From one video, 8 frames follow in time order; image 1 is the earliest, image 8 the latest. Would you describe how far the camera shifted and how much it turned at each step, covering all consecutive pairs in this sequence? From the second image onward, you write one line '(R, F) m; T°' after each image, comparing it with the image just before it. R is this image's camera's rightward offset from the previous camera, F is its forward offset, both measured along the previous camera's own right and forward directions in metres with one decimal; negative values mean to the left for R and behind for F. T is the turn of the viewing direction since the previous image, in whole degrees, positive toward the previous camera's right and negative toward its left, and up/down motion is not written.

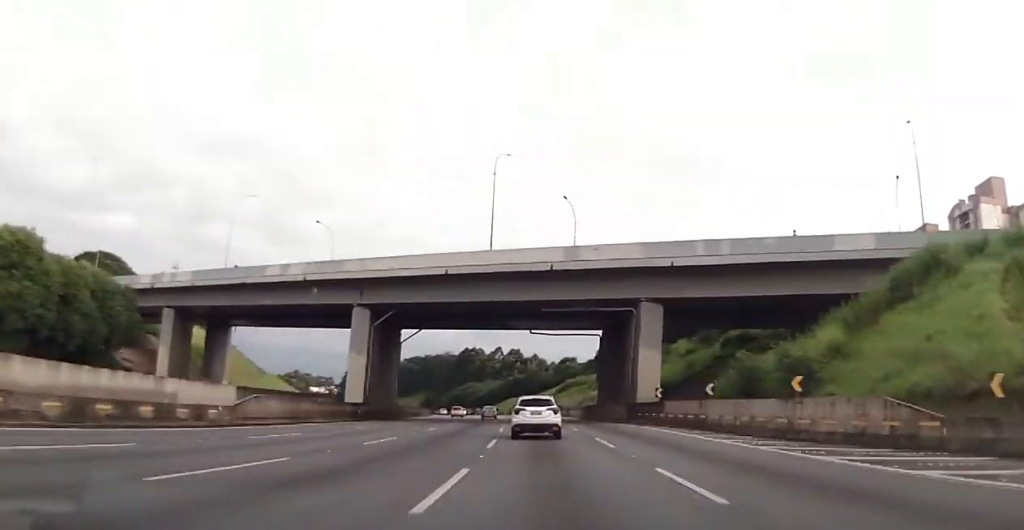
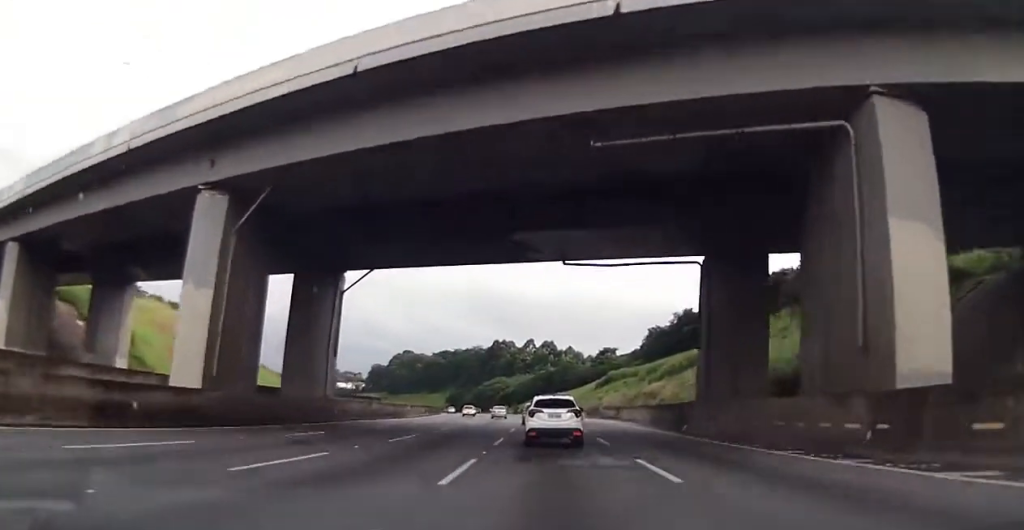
(0.0, +34.8) m; 0°
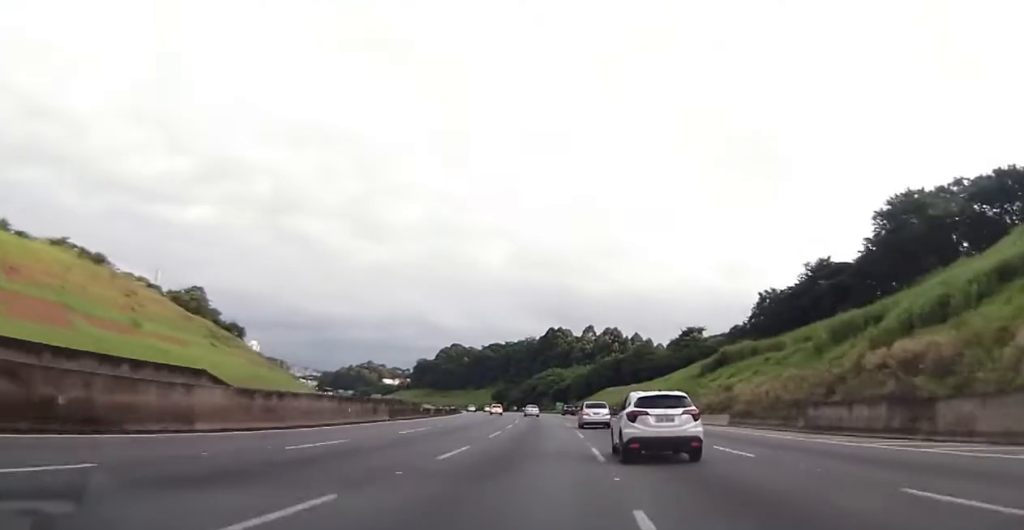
(-1.5, +55.0) m; -4°
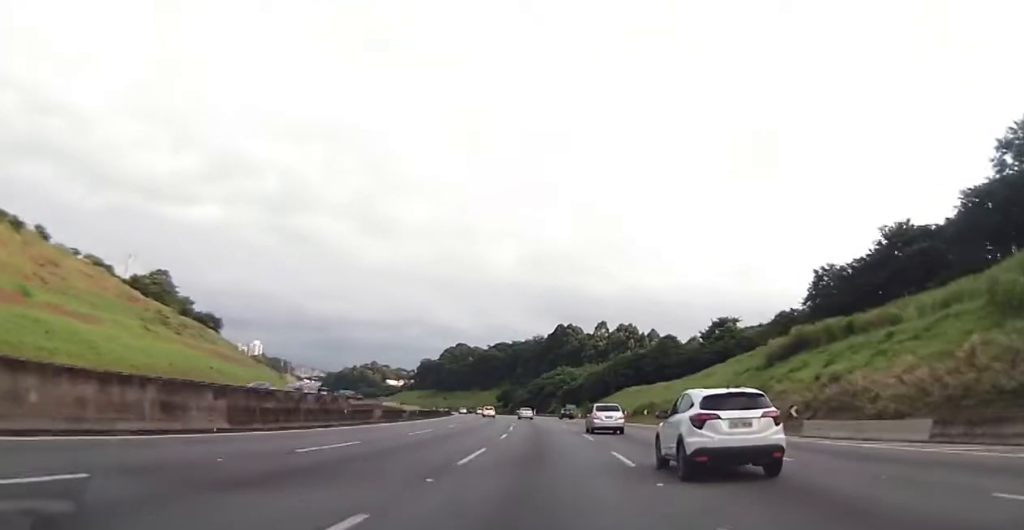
(-0.6, +25.0) m; -2°
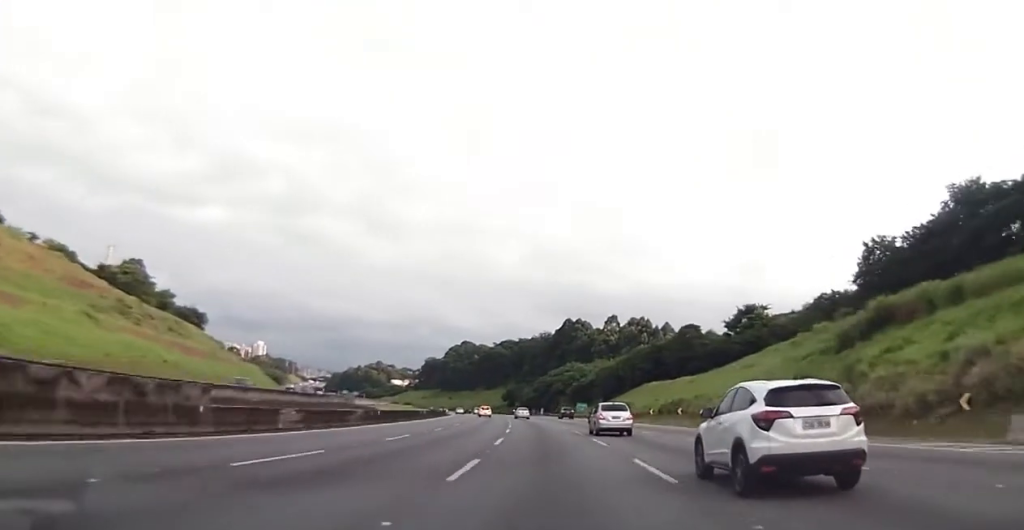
(-0.2, +16.4) m; 0°
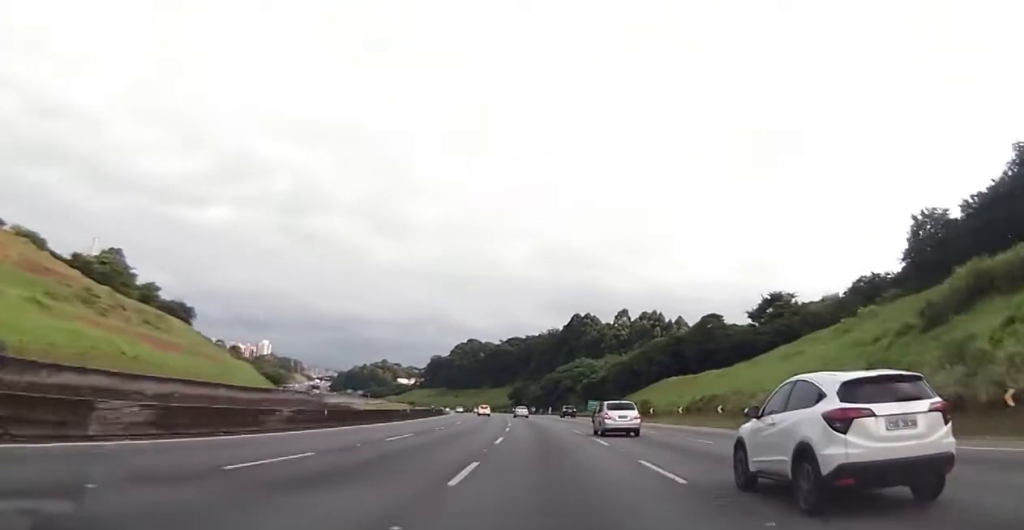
(0.0, +12.3) m; 0°
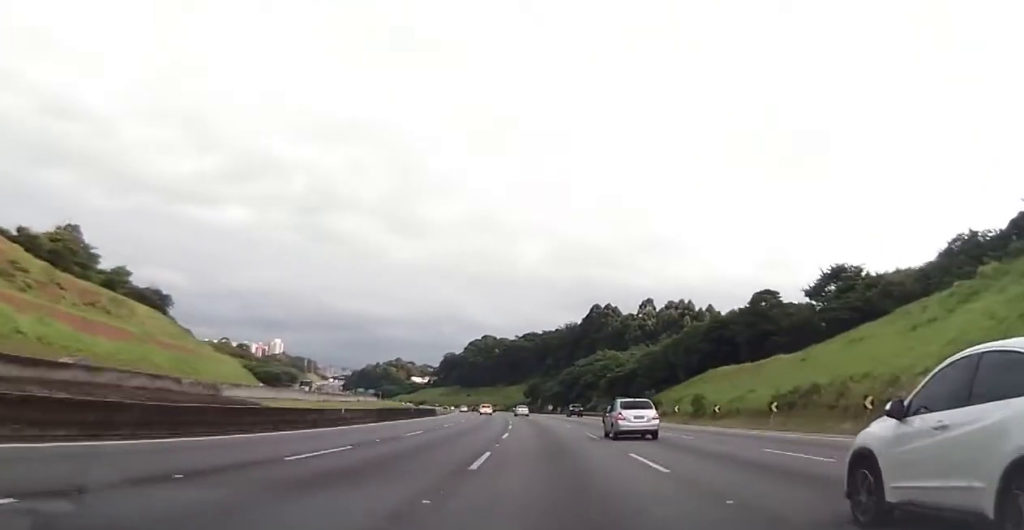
(-0.1, +22.6) m; -1°
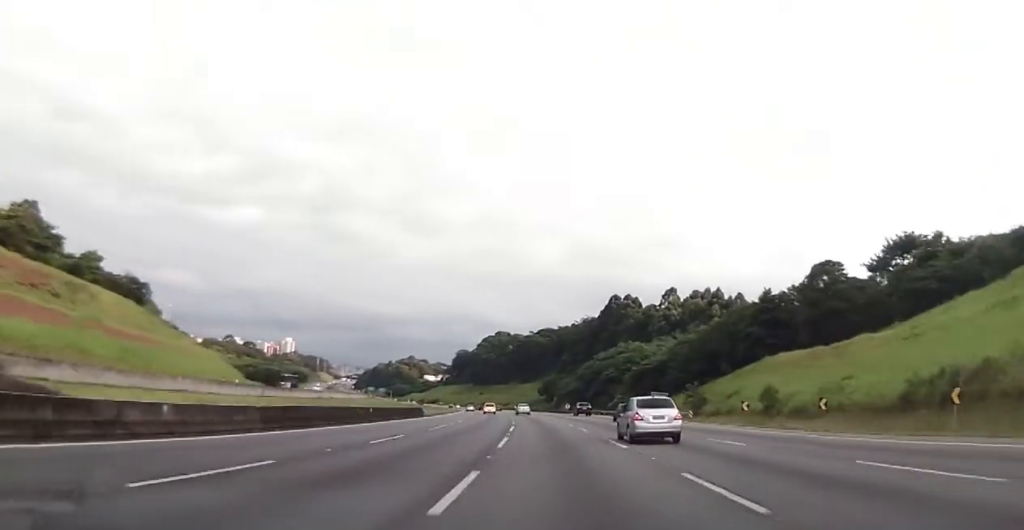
(-0.2, +18.6) m; -1°
